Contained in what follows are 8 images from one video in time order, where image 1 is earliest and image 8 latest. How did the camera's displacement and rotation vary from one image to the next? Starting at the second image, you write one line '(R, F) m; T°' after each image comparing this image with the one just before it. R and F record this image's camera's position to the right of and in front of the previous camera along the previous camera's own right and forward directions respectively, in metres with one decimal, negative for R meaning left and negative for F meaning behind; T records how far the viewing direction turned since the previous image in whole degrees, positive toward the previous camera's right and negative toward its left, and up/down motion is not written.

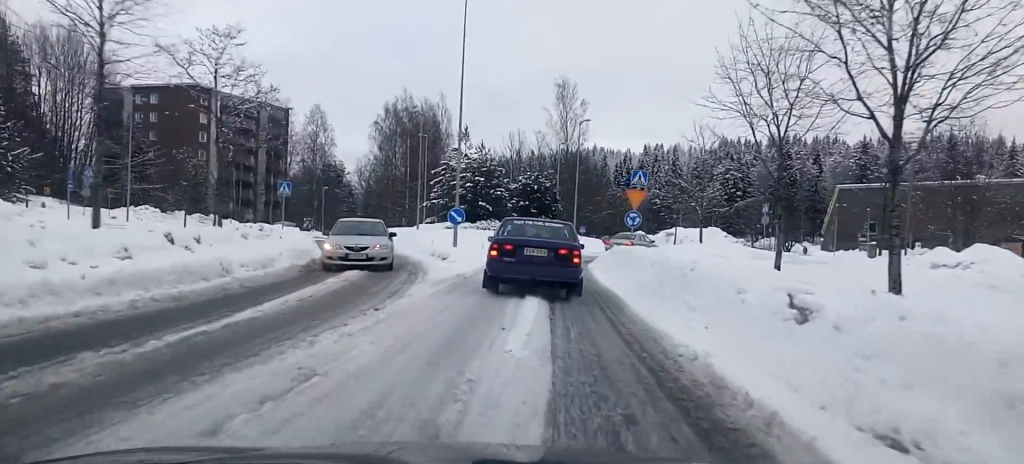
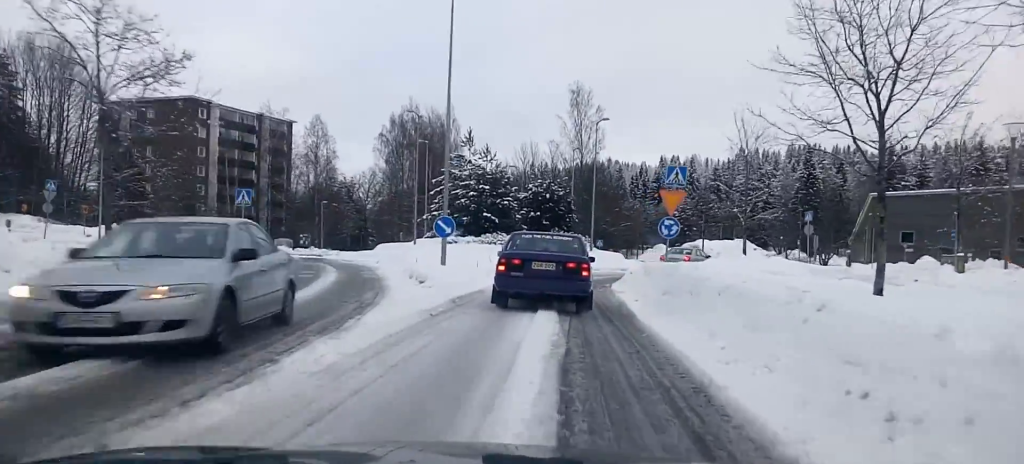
(0.0, +6.7) m; -1°
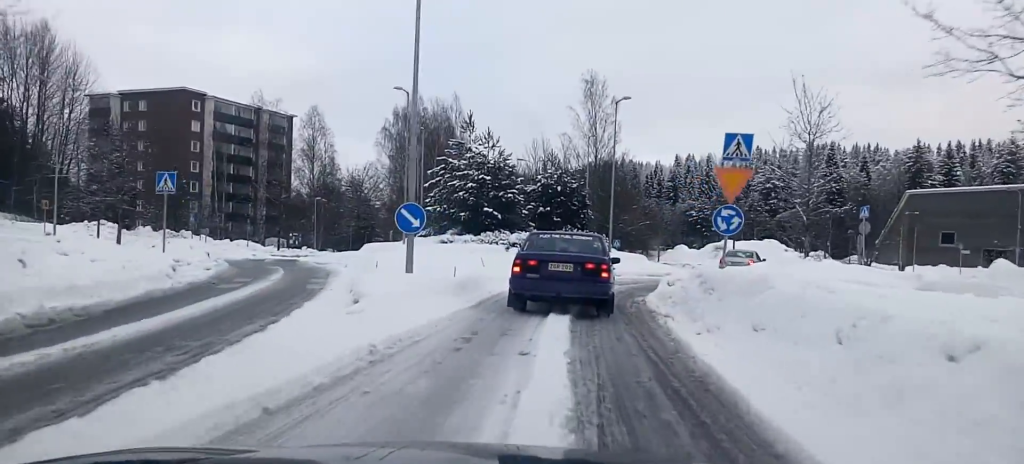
(-0.2, +7.0) m; -2°
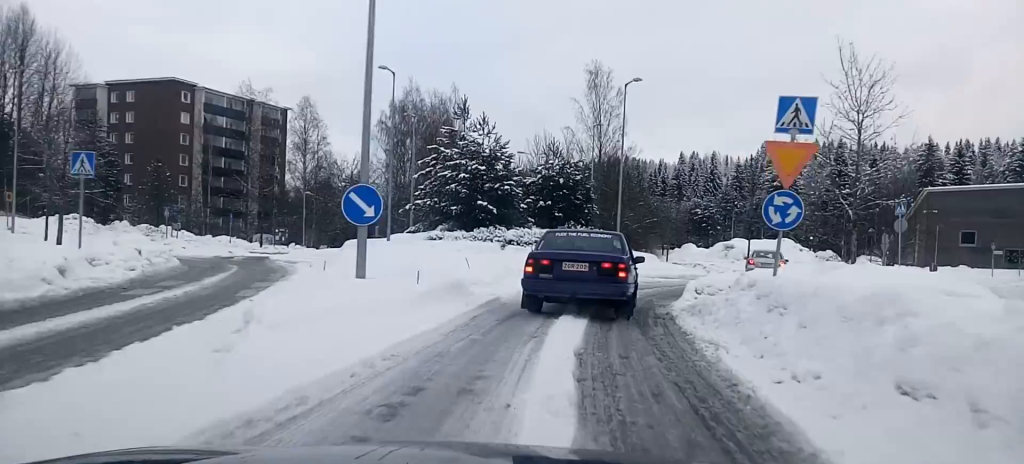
(0.0, +4.2) m; -1°
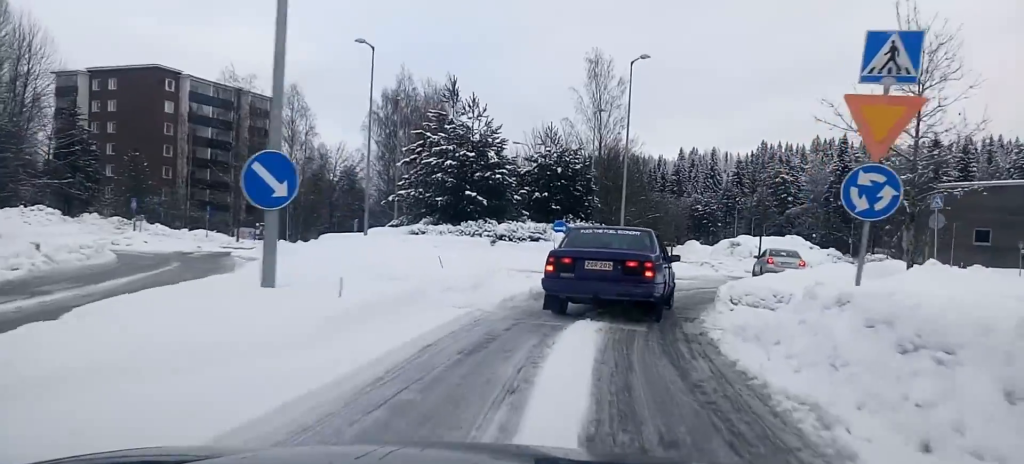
(0.0, +4.0) m; 0°
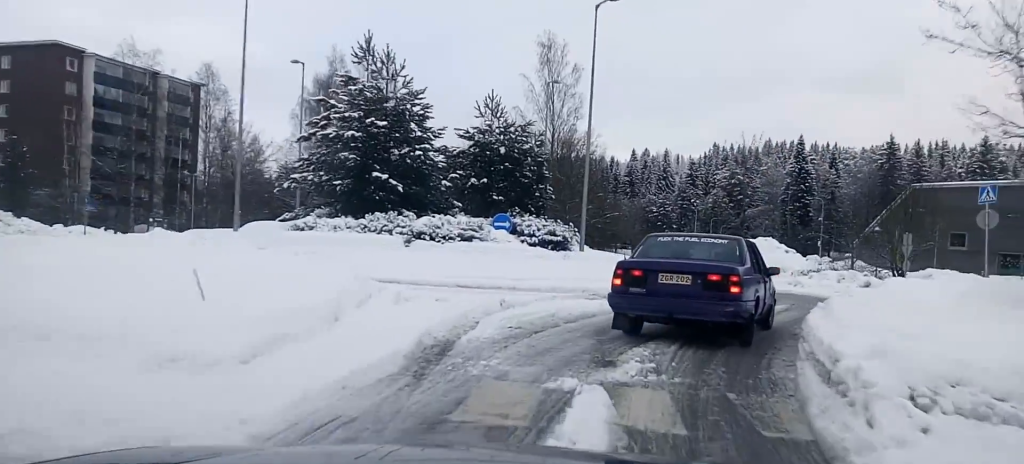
(0.0, +9.5) m; +3°
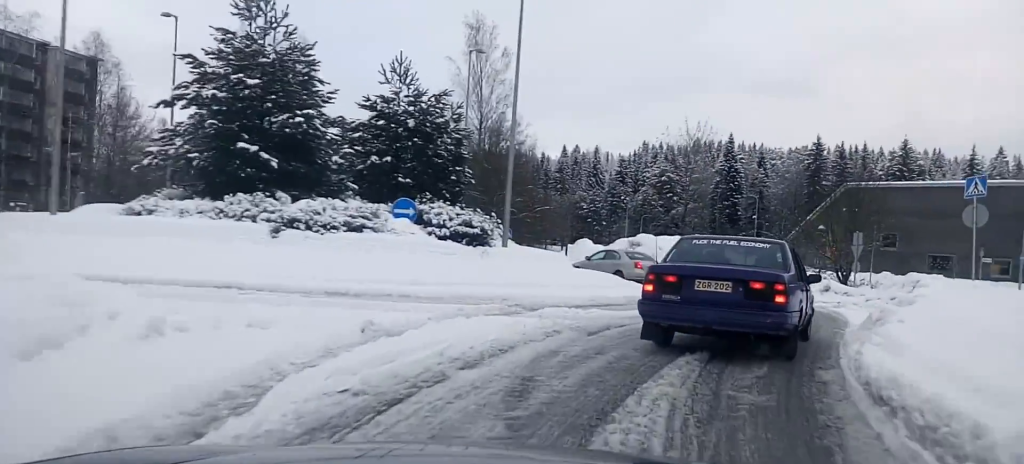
(+0.2, +5.2) m; +3°
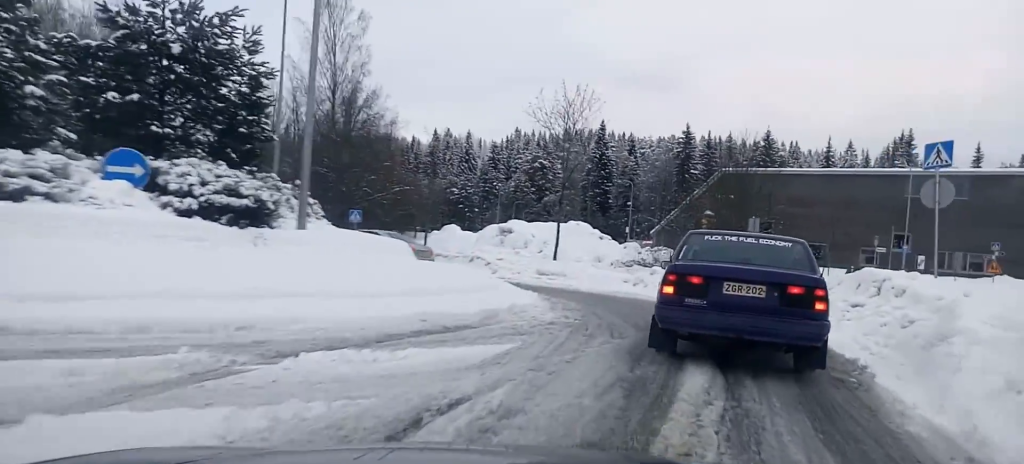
(+0.4, +6.9) m; +8°
